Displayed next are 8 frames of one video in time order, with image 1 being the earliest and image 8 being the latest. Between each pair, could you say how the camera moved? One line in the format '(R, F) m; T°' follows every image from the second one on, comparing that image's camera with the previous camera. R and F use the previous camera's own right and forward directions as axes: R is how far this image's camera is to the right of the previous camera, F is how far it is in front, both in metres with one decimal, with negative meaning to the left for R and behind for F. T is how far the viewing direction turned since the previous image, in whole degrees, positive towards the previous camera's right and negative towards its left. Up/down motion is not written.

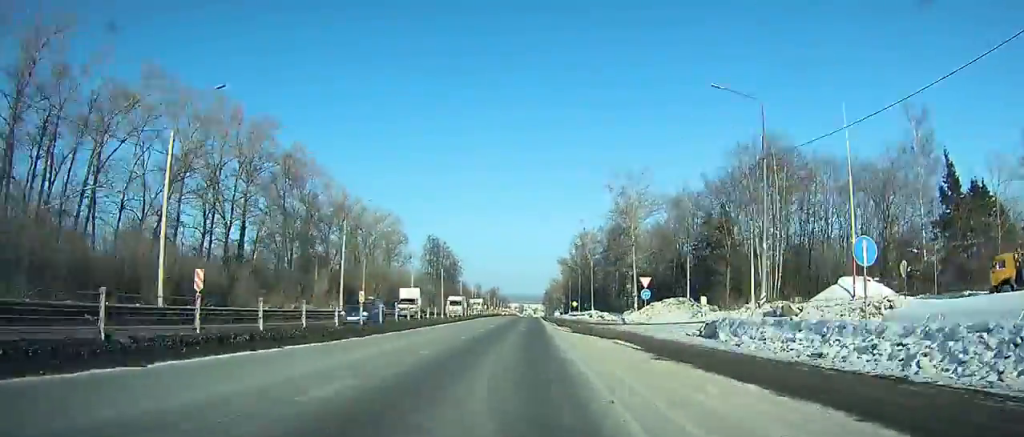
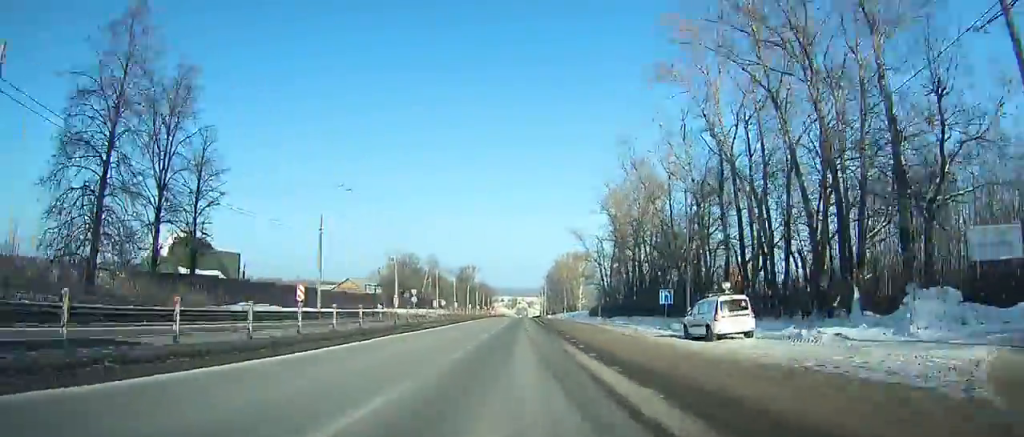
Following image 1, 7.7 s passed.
(+0.8, +150.0) m; +1°
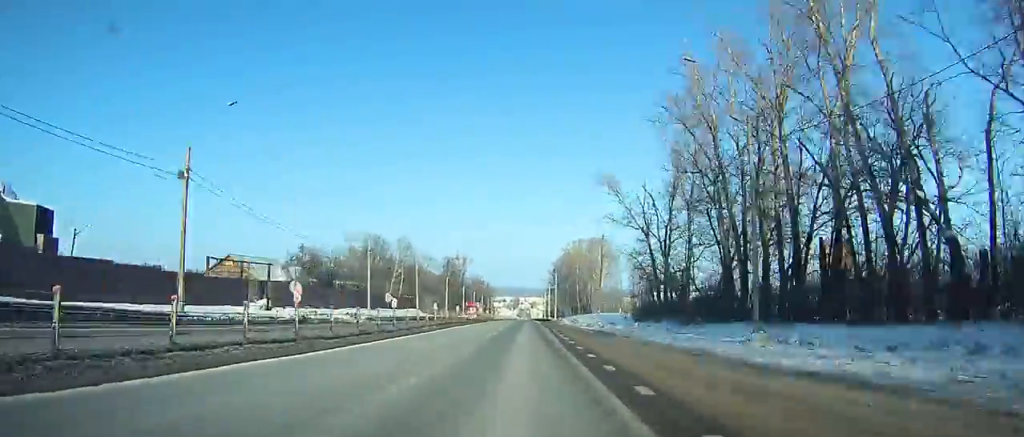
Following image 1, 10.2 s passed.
(+0.5, +48.0) m; -1°
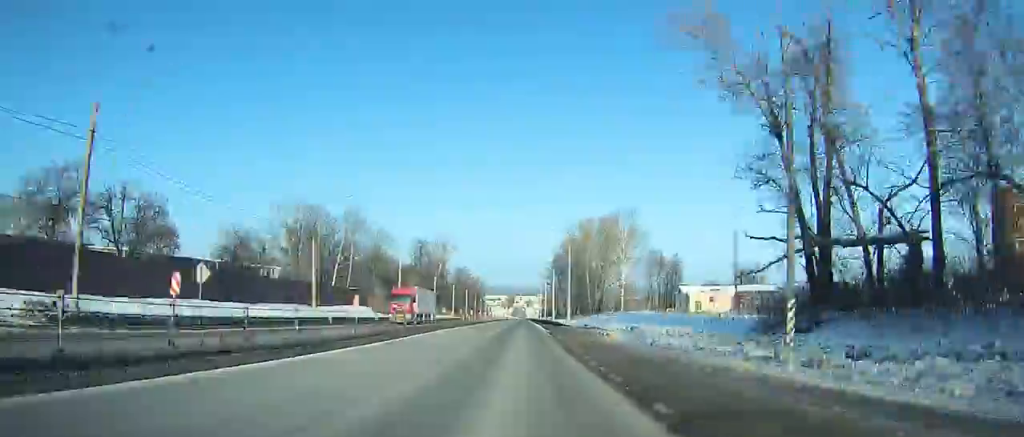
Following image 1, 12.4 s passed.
(-1.1, +42.6) m; -1°
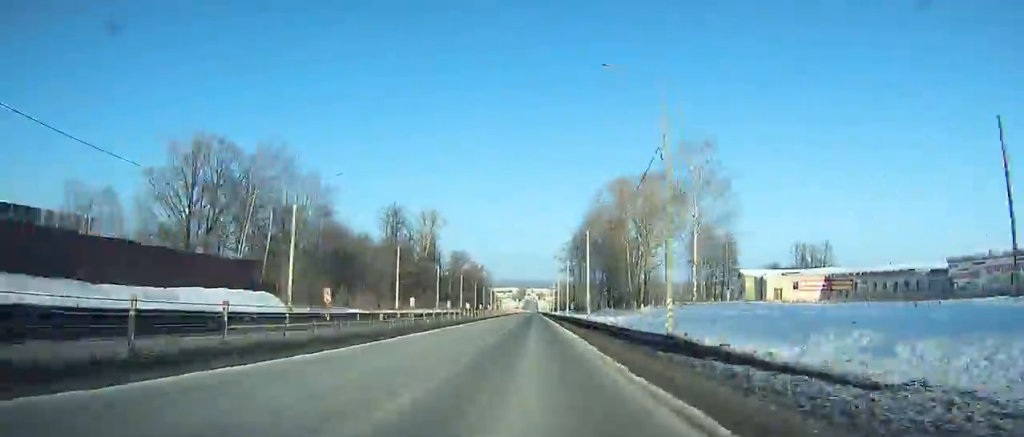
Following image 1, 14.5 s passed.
(-0.2, +41.1) m; 0°
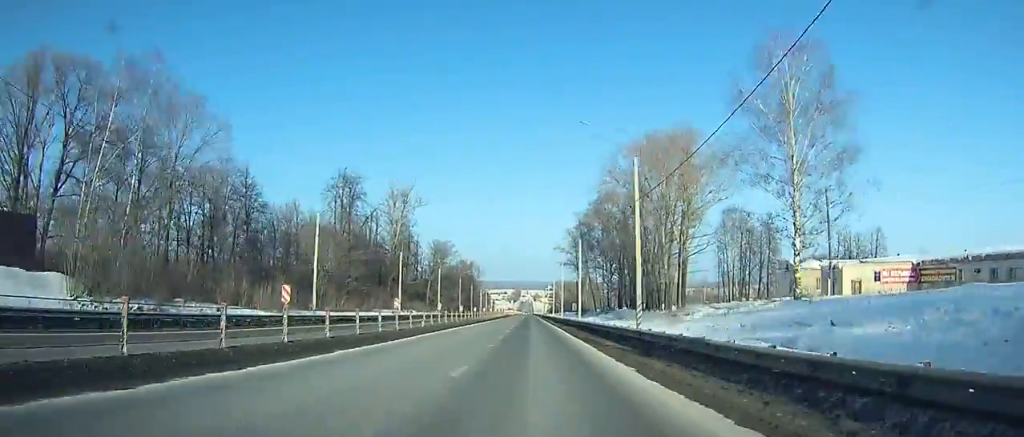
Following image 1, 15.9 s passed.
(+0.1, +27.5) m; 0°
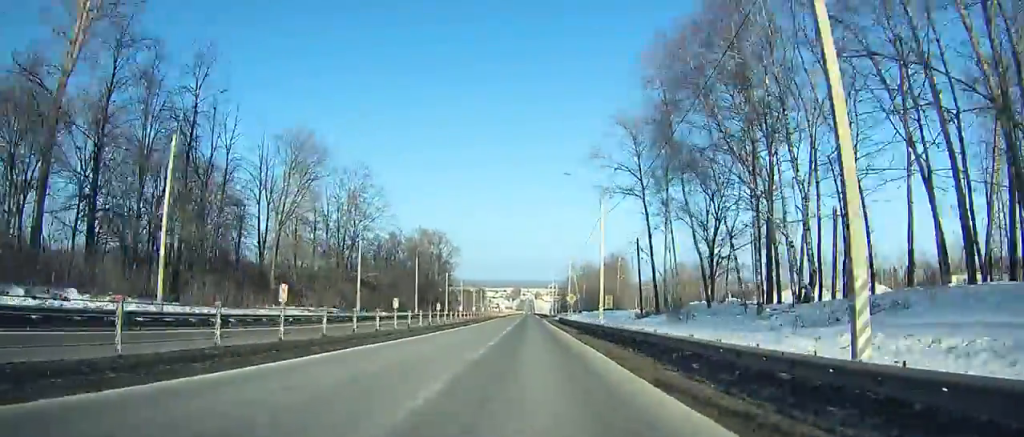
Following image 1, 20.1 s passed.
(+0.7, +83.9) m; +1°
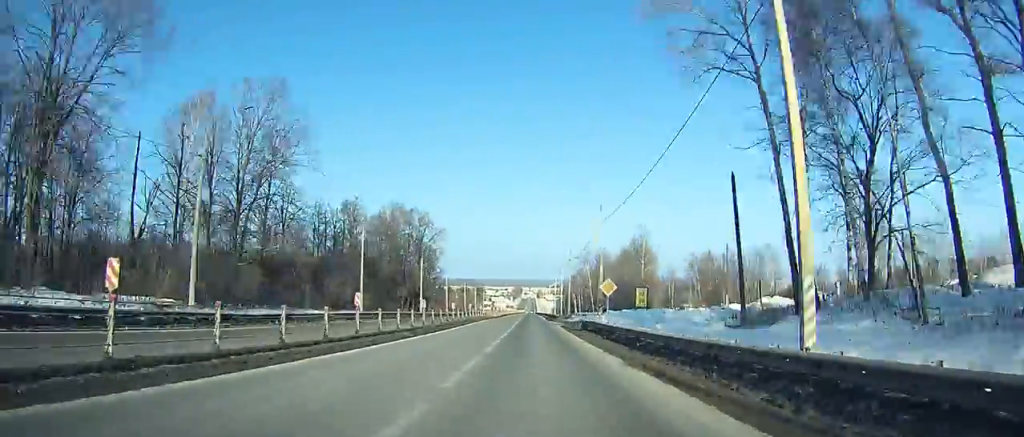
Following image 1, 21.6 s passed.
(0.0, +30.4) m; 0°
